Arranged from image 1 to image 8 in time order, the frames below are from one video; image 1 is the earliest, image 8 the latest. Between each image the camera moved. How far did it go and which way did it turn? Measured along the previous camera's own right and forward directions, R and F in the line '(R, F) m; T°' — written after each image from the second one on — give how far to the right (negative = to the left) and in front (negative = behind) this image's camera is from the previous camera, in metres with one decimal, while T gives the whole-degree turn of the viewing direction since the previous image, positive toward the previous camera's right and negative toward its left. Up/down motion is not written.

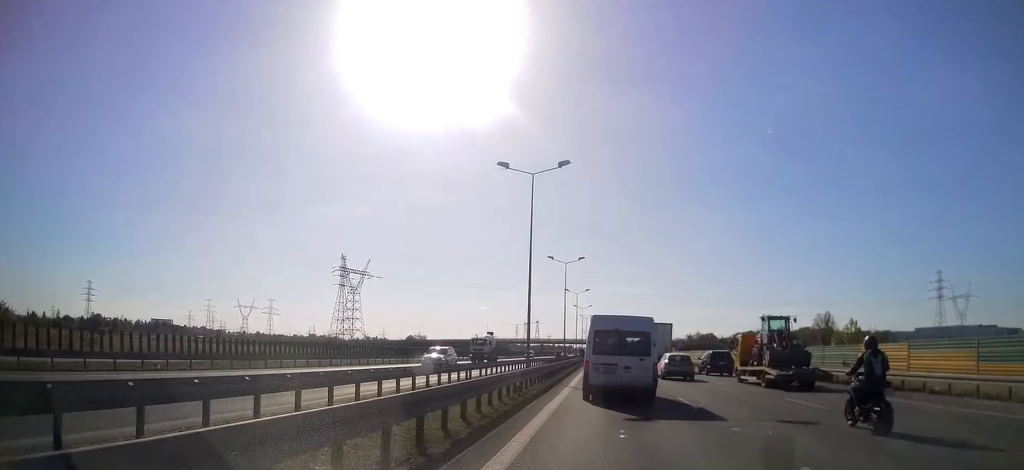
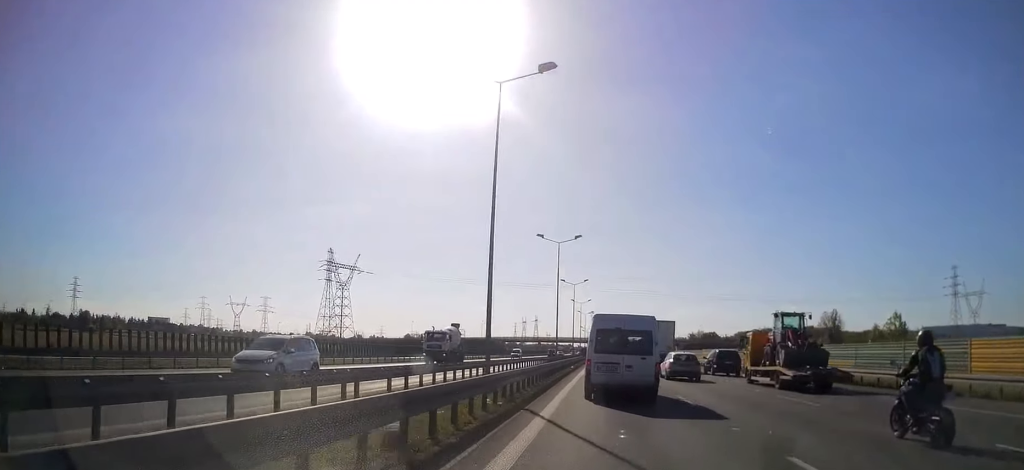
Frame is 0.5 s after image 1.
(-0.1, +11.4) m; 0°
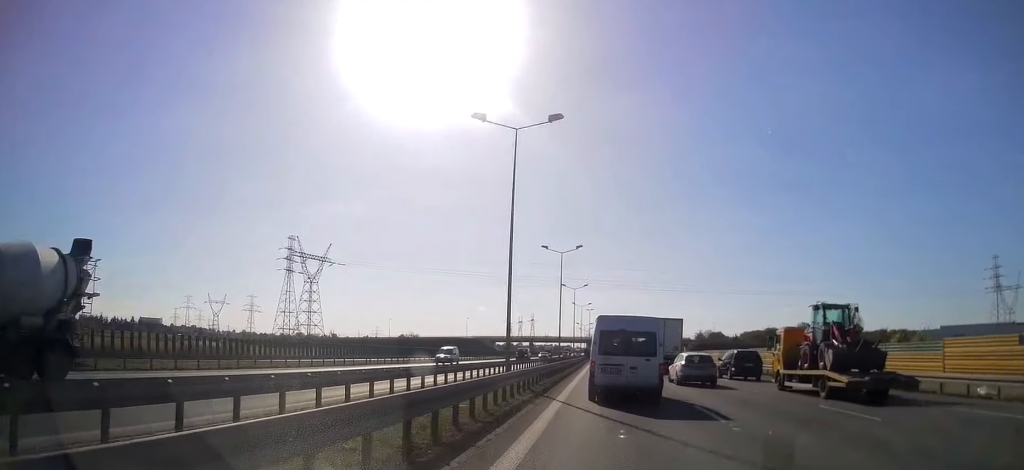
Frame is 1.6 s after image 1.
(0.0, +27.8) m; 0°
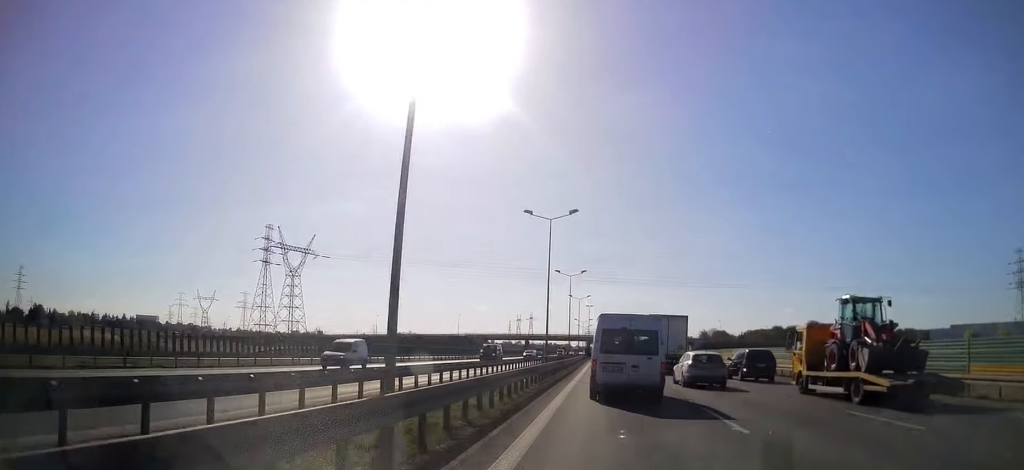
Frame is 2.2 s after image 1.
(0.0, +13.9) m; 0°
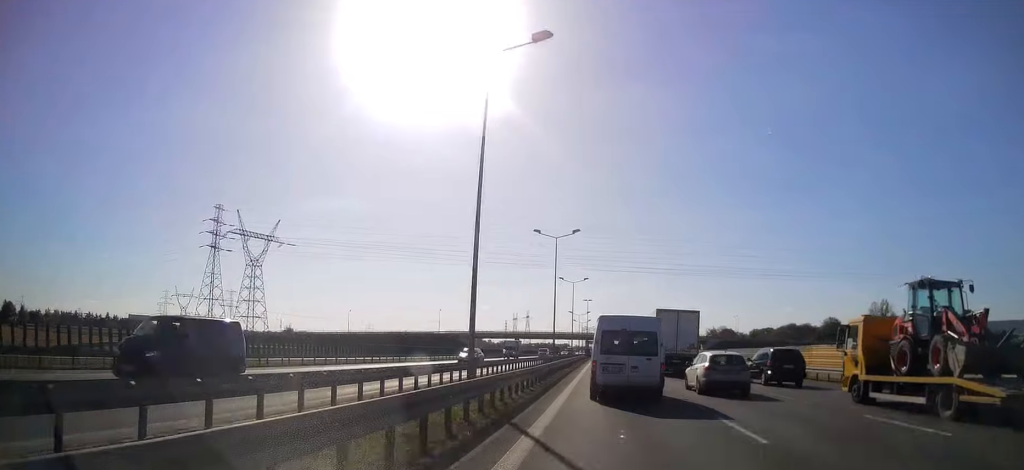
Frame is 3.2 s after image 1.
(0.0, +25.3) m; 0°
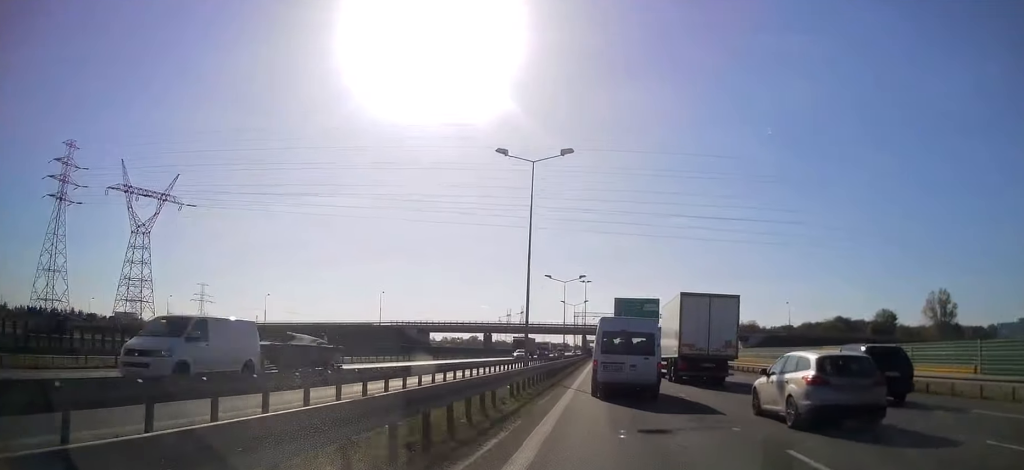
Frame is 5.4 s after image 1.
(+0.1, +53.3) m; 0°
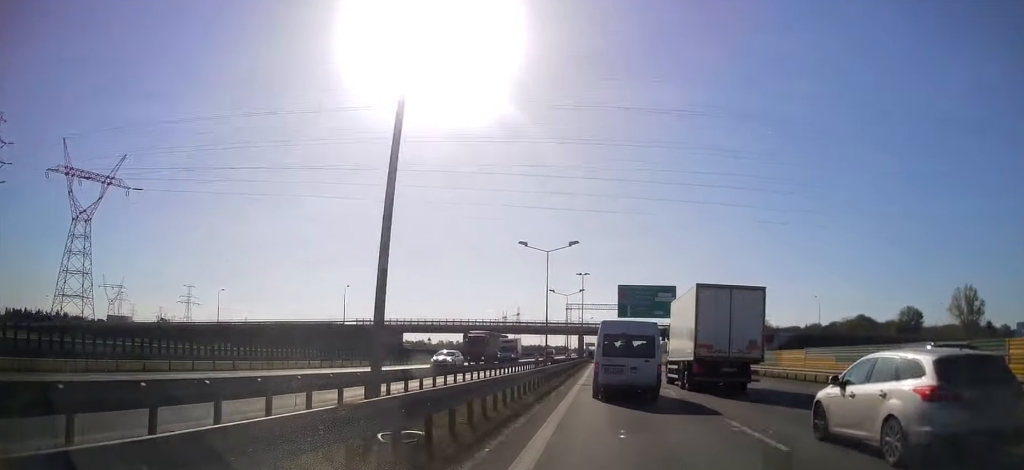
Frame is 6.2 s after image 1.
(0.0, +19.9) m; 0°
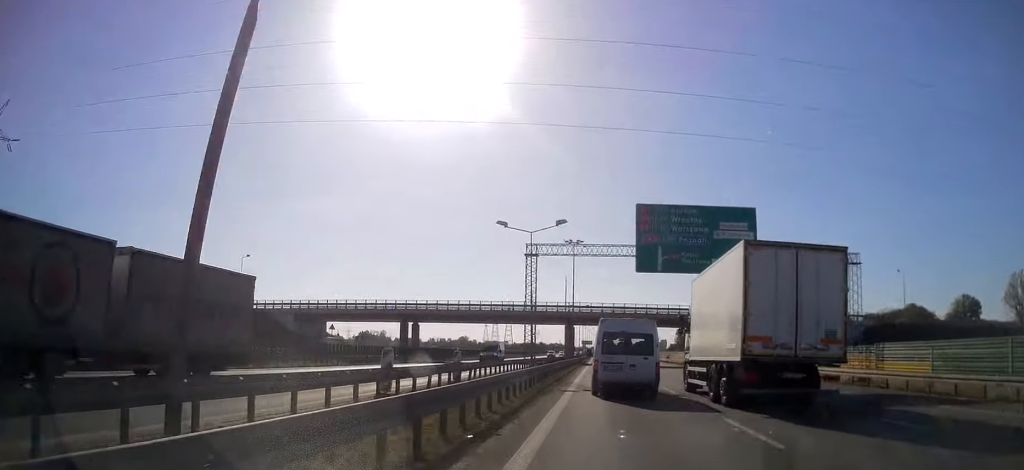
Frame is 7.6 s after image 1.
(+0.2, +36.2) m; 0°
